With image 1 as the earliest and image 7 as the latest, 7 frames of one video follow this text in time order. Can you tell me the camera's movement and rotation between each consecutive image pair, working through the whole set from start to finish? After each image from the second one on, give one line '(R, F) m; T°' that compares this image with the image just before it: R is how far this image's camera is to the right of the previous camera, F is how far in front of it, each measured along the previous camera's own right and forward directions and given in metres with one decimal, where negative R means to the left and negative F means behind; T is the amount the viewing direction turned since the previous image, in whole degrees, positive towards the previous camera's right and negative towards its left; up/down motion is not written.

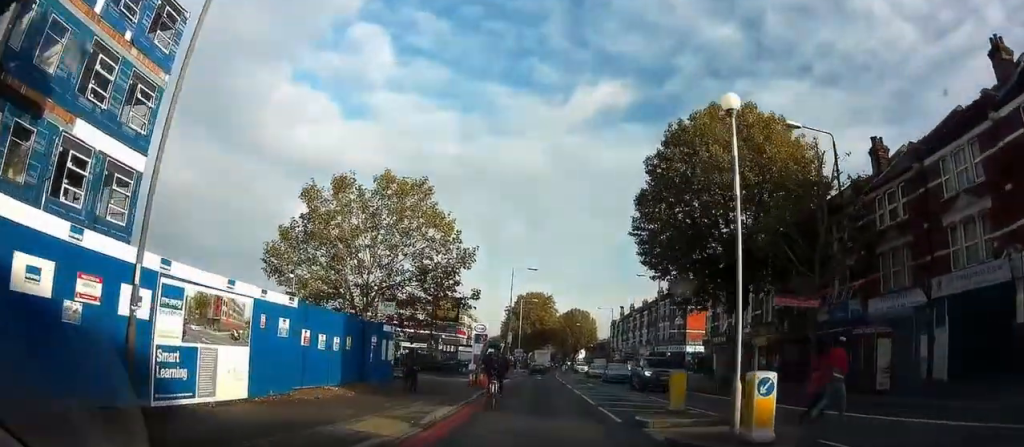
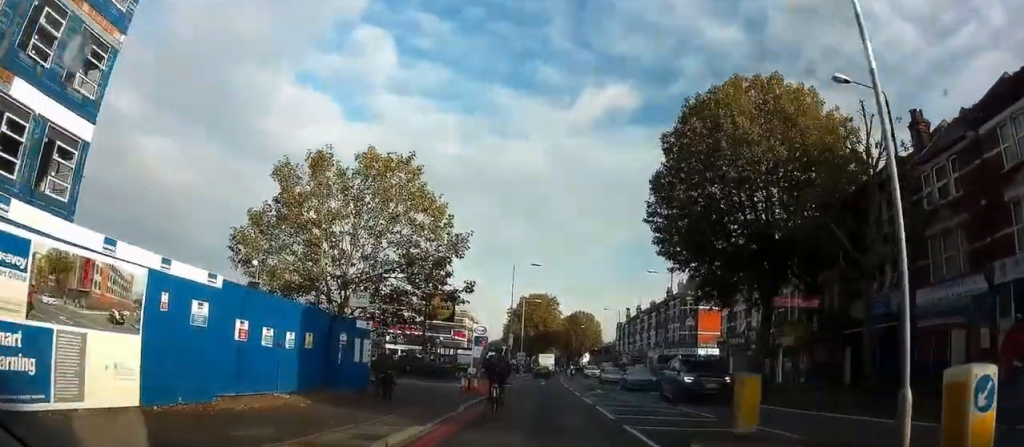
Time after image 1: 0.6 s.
(+0.1, +4.1) m; -2°
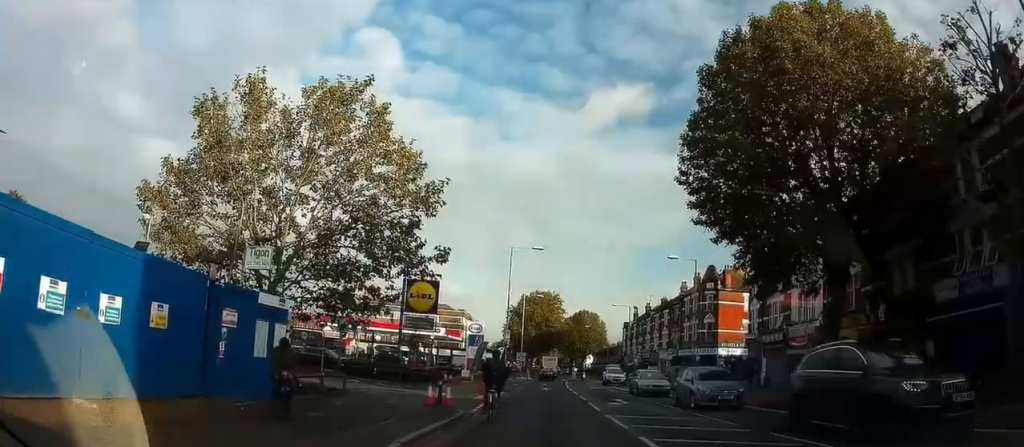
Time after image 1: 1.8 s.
(-0.3, +7.5) m; -1°
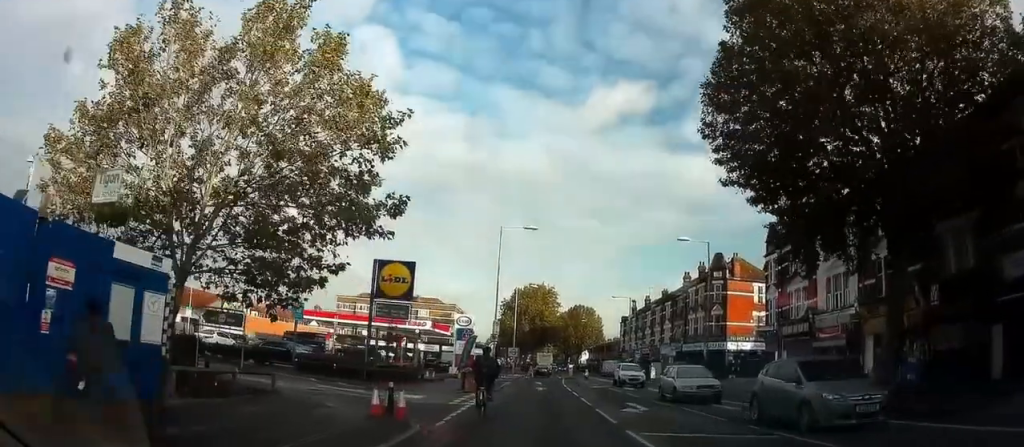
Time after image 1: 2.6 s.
(+0.2, +5.0) m; +2°
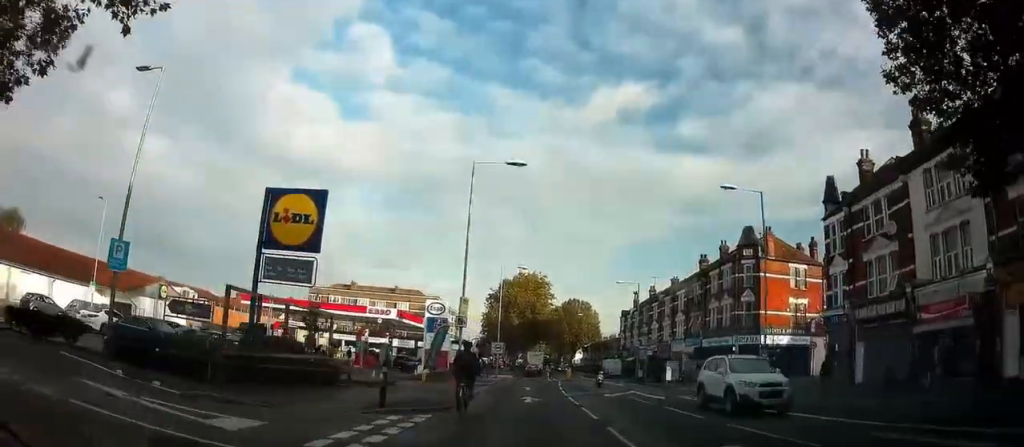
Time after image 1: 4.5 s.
(+0.1, +11.8) m; 0°
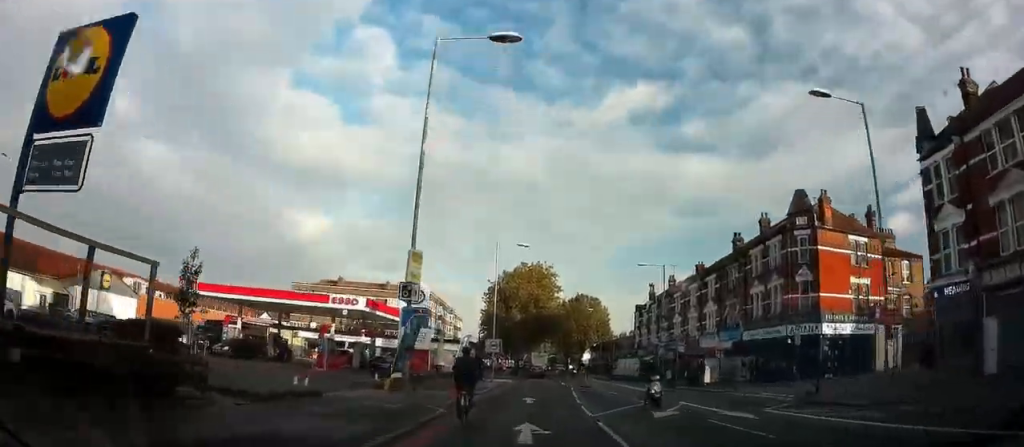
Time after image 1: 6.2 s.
(0.0, +10.7) m; +2°
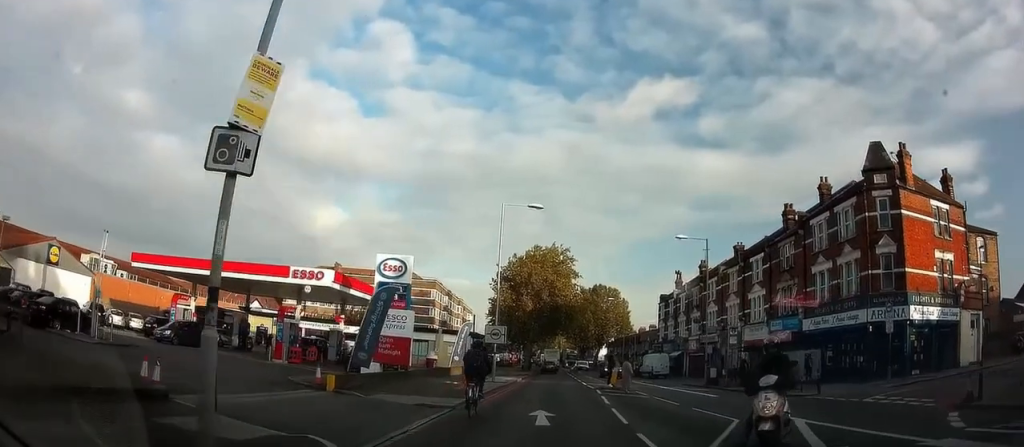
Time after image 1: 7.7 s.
(+0.4, +9.8) m; +2°
